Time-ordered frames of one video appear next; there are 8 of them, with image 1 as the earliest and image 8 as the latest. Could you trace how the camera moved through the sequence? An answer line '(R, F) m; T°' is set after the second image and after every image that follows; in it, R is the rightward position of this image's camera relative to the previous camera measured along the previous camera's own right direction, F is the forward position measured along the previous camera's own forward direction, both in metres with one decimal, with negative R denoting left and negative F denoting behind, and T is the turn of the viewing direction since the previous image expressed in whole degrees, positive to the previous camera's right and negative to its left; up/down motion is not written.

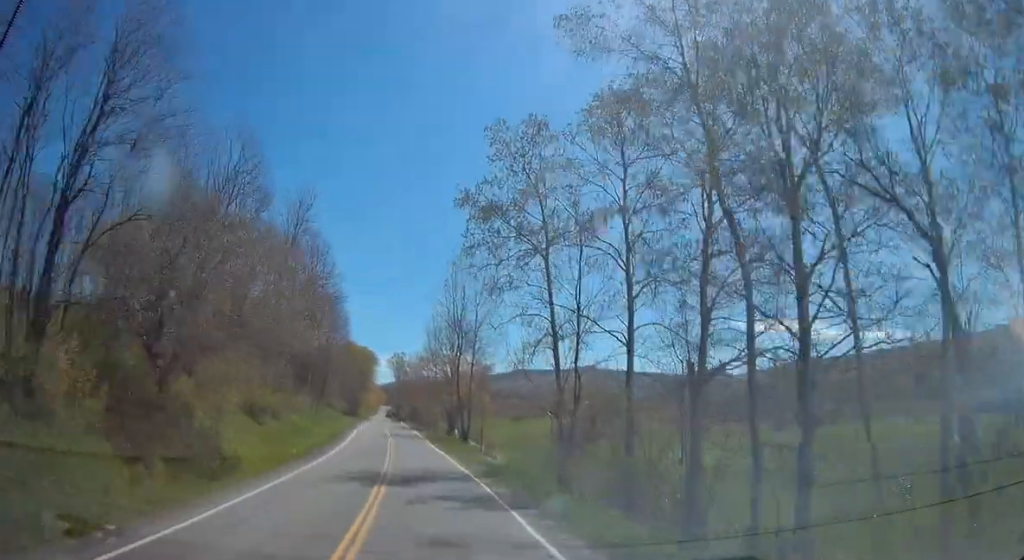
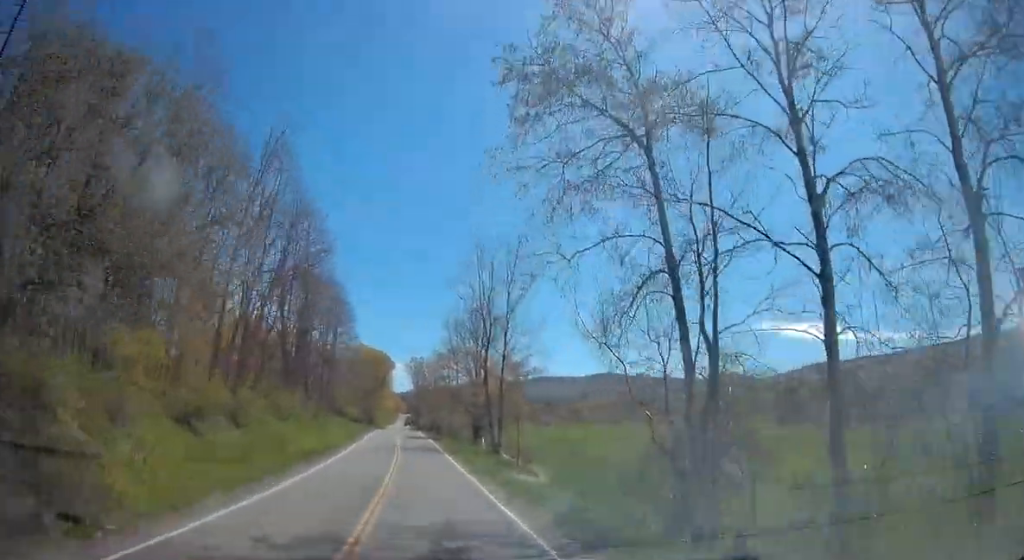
(-0.5, +11.7) m; -1°
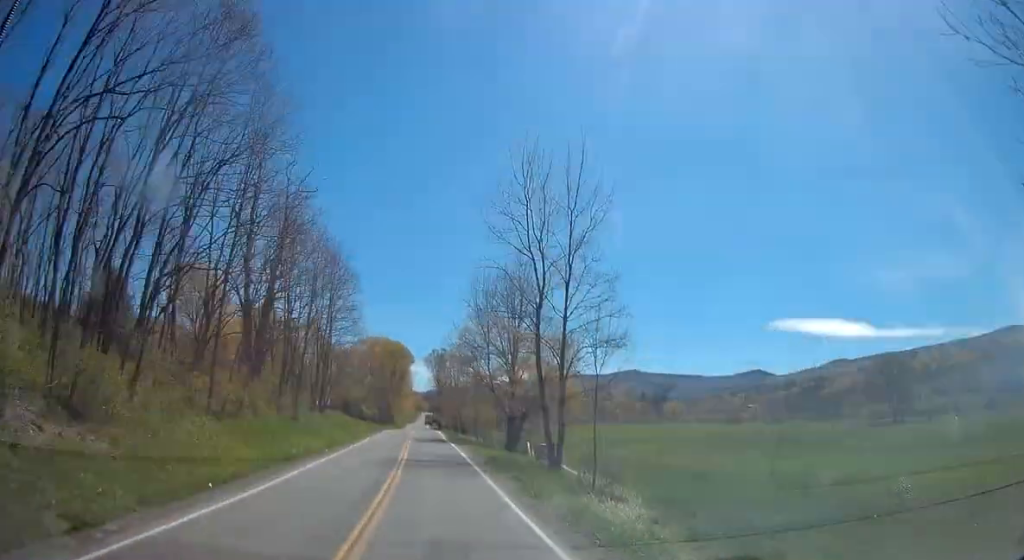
(-0.3, +15.7) m; -2°
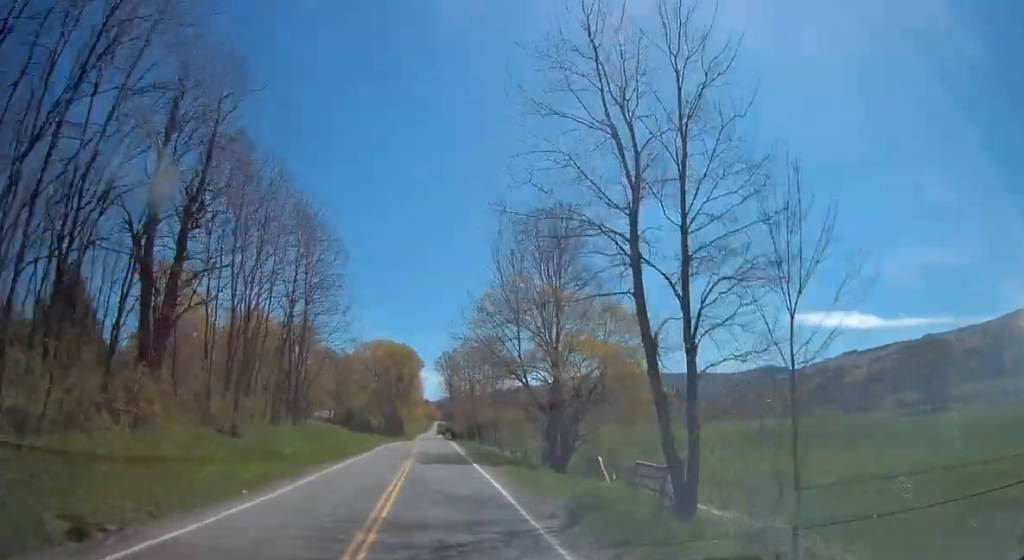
(+0.1, +14.8) m; -2°
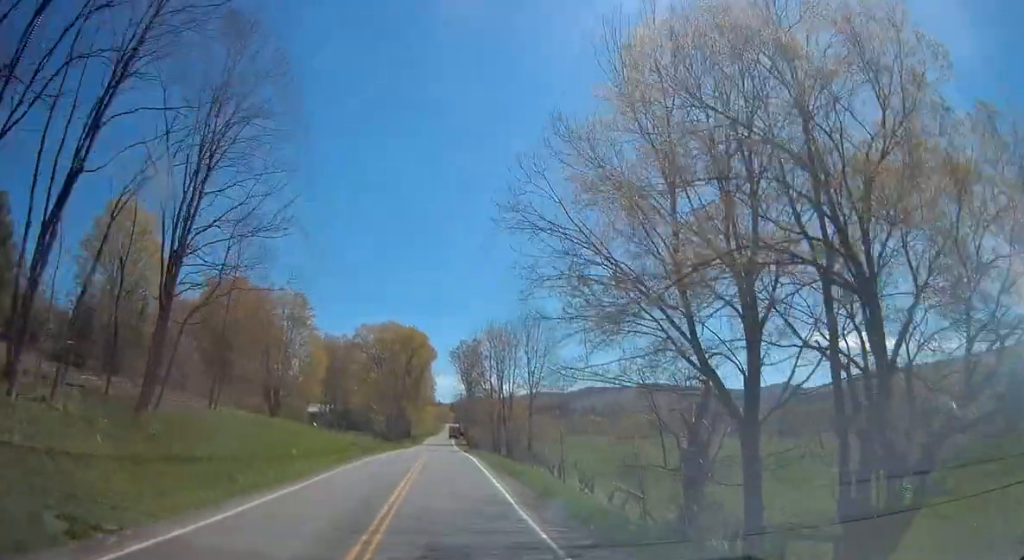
(-1.0, +24.3) m; -2°
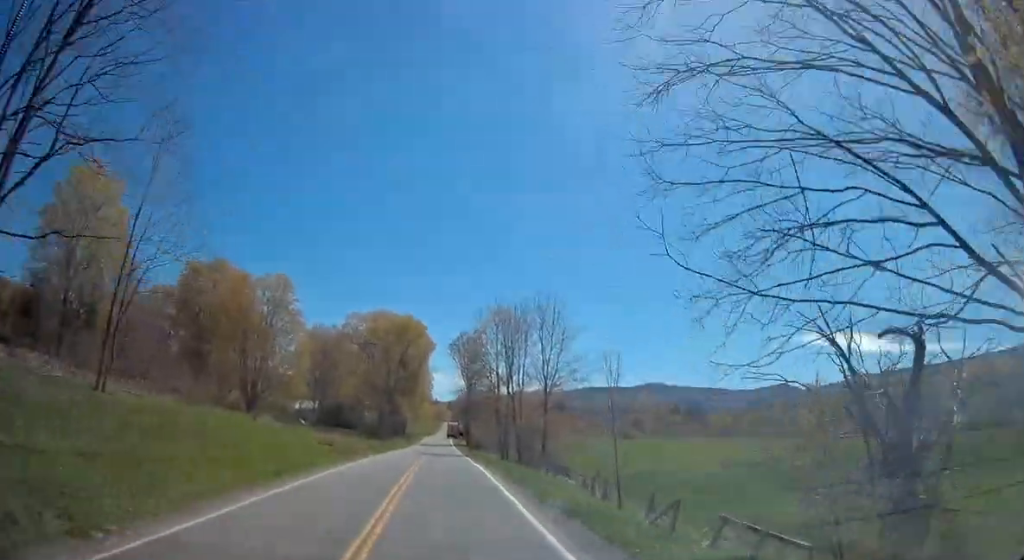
(0.0, +10.8) m; 0°
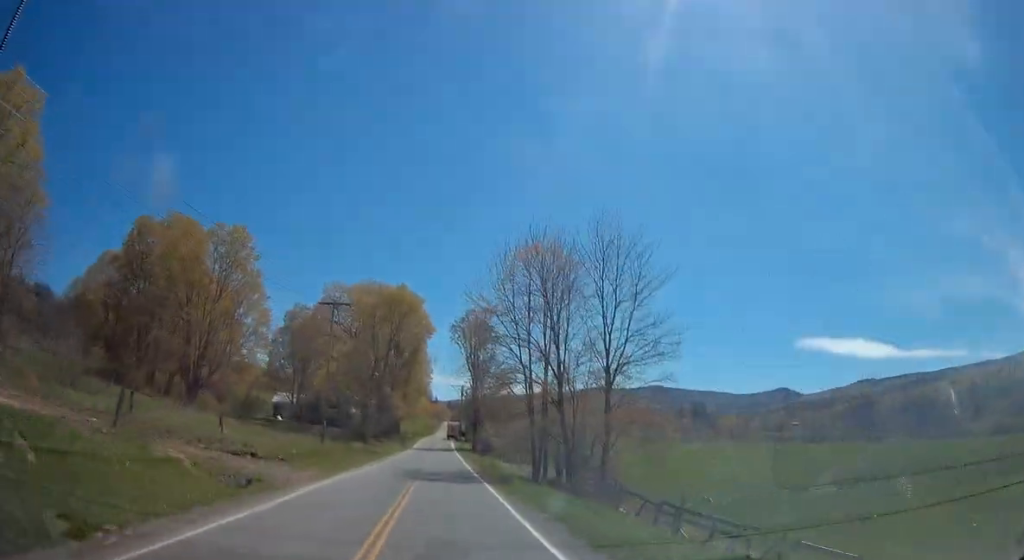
(+0.1, +21.0) m; 0°
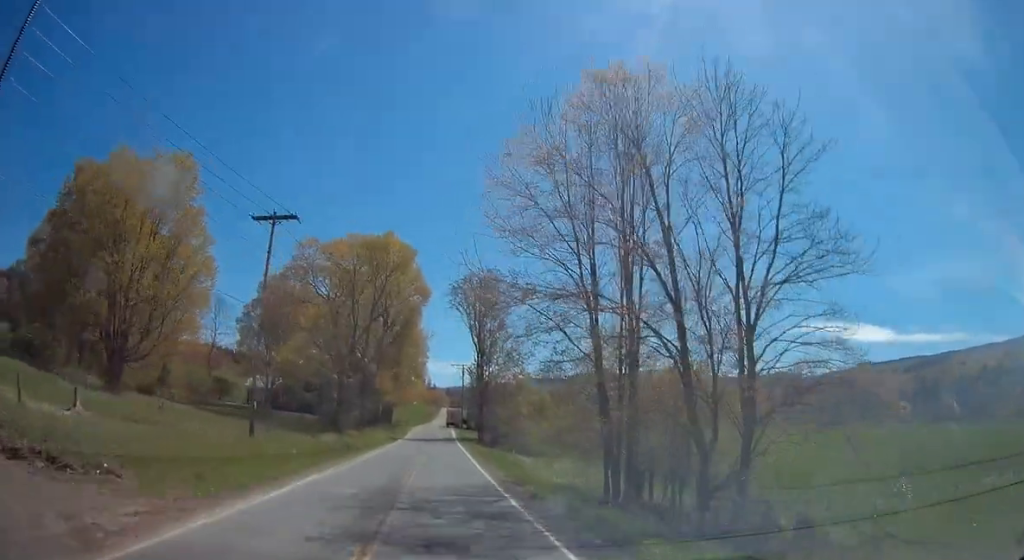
(0.0, +16.9) m; 0°
